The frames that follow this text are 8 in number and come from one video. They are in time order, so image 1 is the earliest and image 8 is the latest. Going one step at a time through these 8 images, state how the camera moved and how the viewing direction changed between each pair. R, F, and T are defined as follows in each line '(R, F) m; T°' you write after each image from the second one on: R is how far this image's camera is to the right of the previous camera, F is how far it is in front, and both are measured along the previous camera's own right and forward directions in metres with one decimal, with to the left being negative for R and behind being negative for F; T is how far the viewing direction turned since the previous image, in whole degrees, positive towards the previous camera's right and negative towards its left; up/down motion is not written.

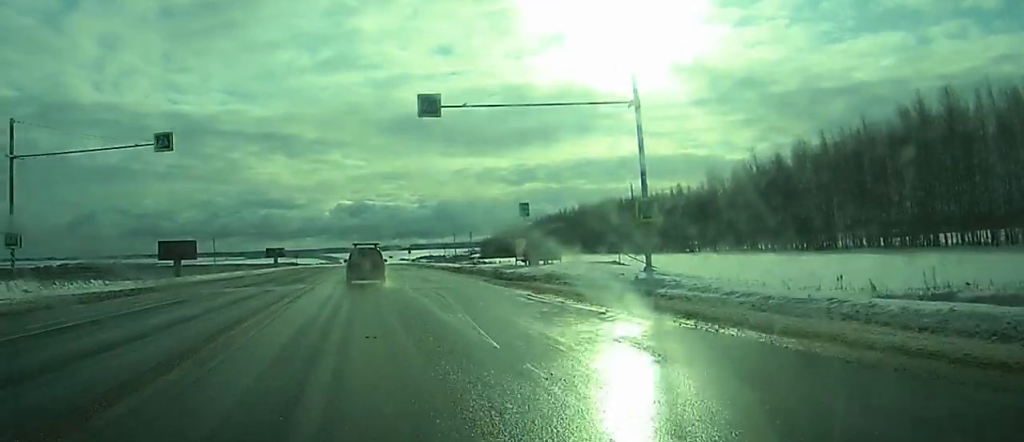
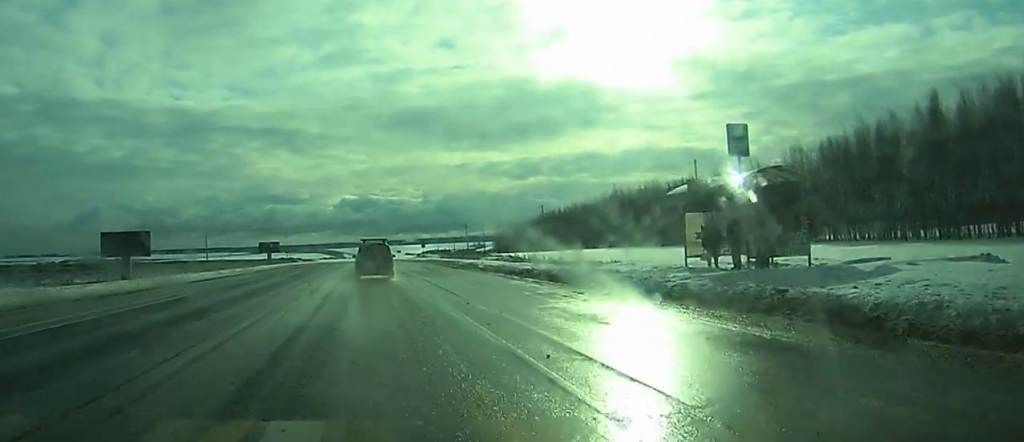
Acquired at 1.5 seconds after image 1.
(0.0, +31.7) m; +1°
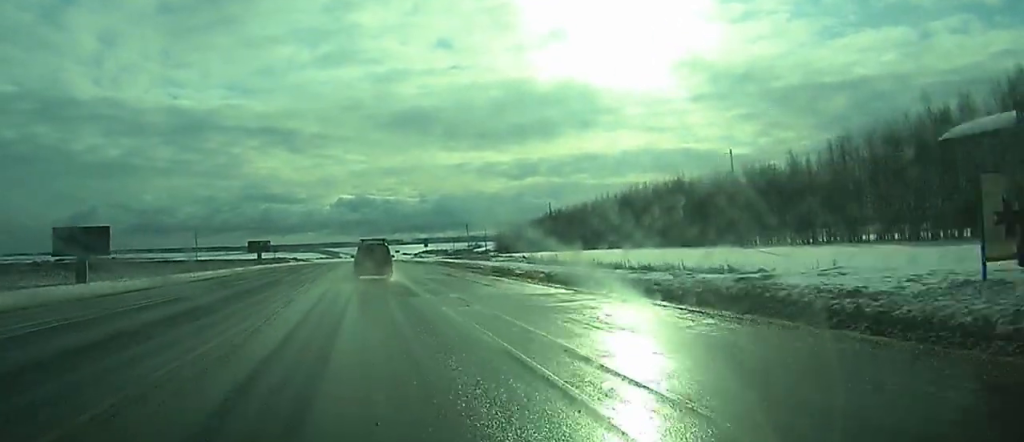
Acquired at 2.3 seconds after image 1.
(-0.1, +15.3) m; 0°
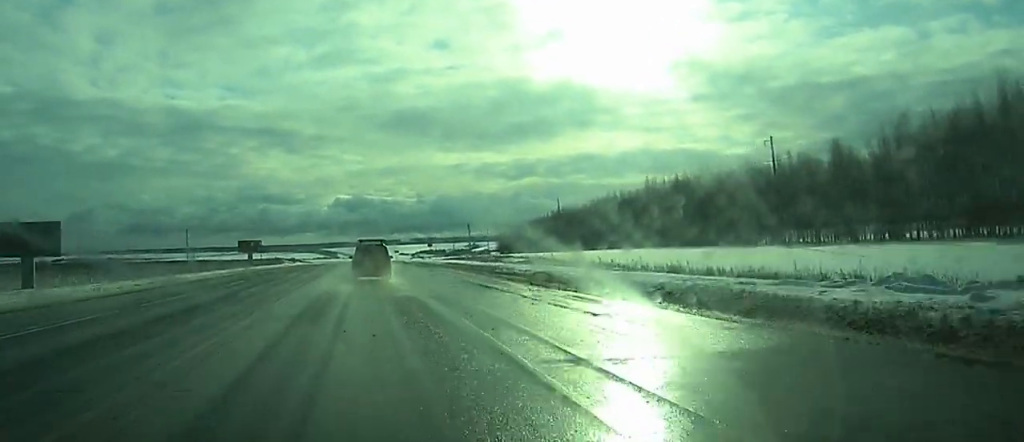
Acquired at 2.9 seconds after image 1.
(0.0, +13.9) m; 0°
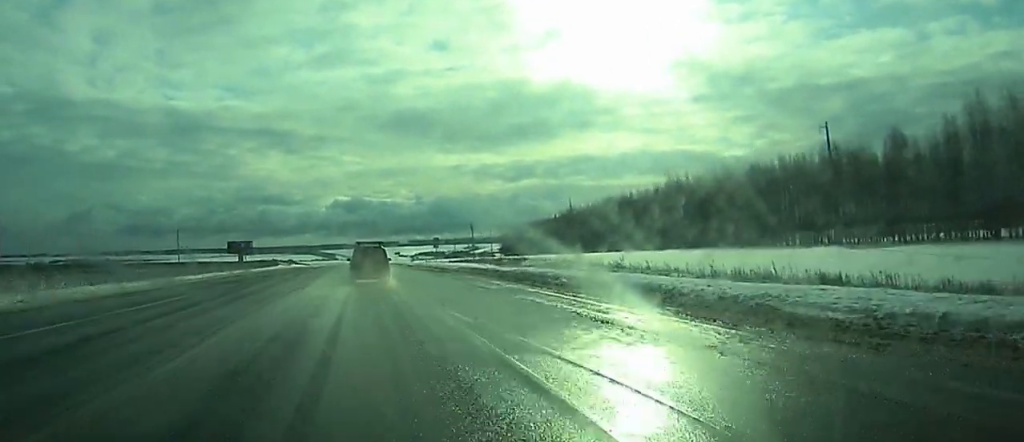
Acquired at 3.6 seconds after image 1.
(+0.1, +14.7) m; 0°
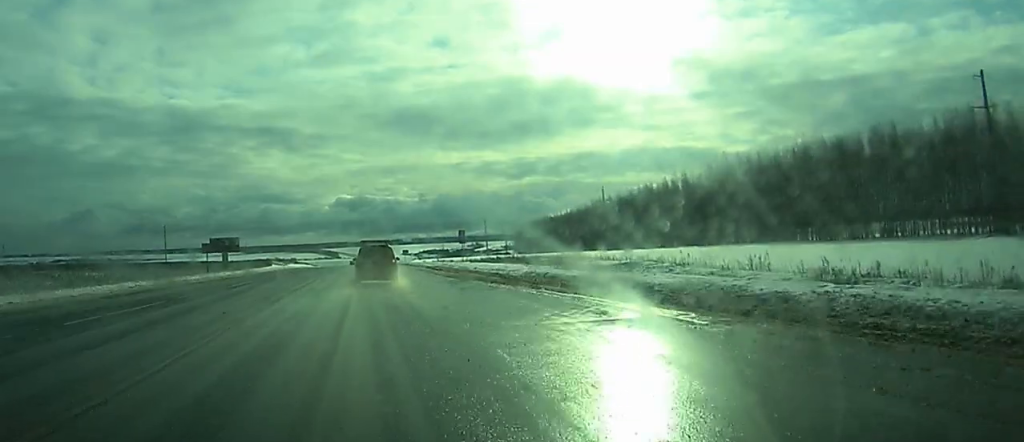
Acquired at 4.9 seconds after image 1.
(-0.1, +27.5) m; 0°
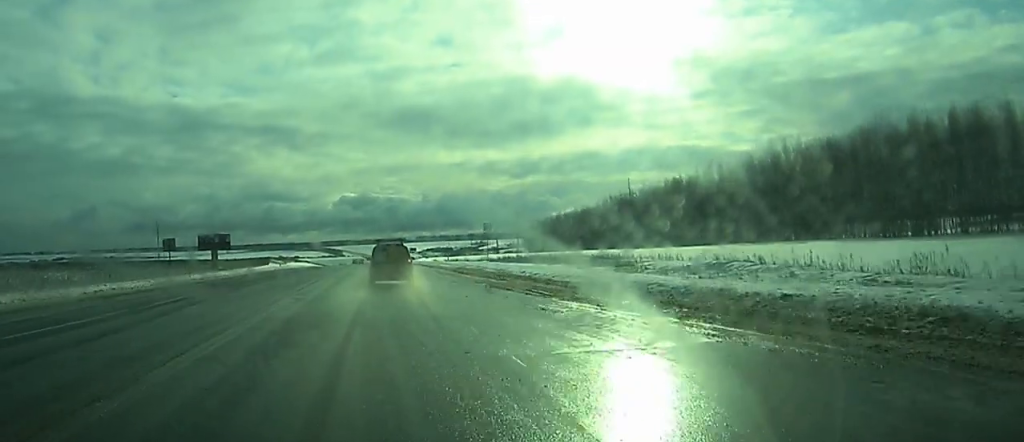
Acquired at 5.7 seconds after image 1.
(-0.1, +16.3) m; 0°
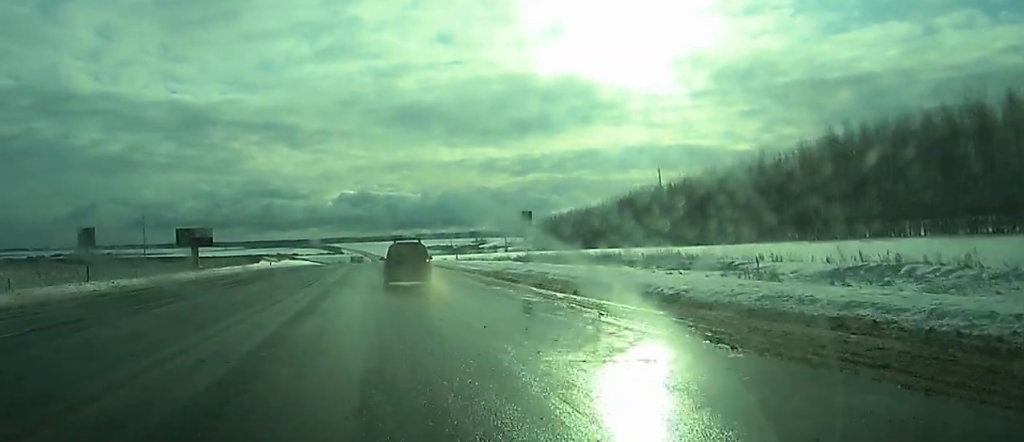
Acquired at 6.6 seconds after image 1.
(+0.2, +18.6) m; +1°
